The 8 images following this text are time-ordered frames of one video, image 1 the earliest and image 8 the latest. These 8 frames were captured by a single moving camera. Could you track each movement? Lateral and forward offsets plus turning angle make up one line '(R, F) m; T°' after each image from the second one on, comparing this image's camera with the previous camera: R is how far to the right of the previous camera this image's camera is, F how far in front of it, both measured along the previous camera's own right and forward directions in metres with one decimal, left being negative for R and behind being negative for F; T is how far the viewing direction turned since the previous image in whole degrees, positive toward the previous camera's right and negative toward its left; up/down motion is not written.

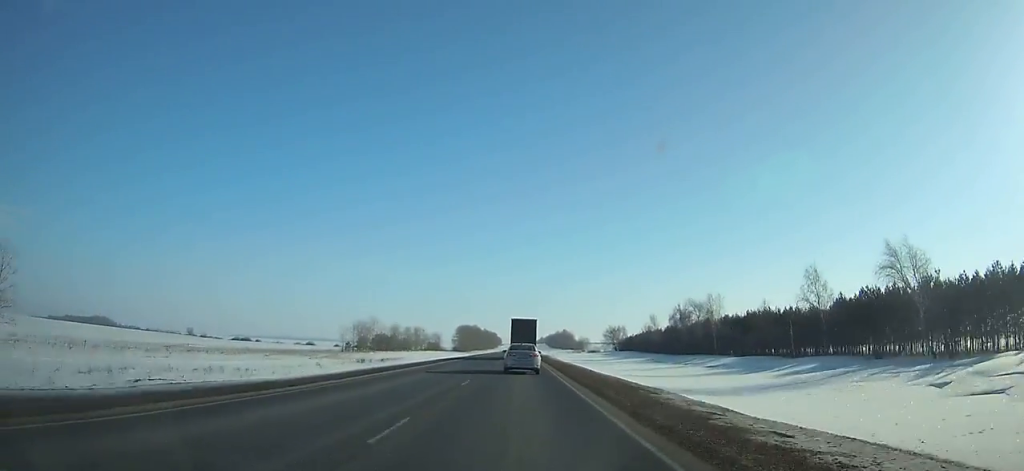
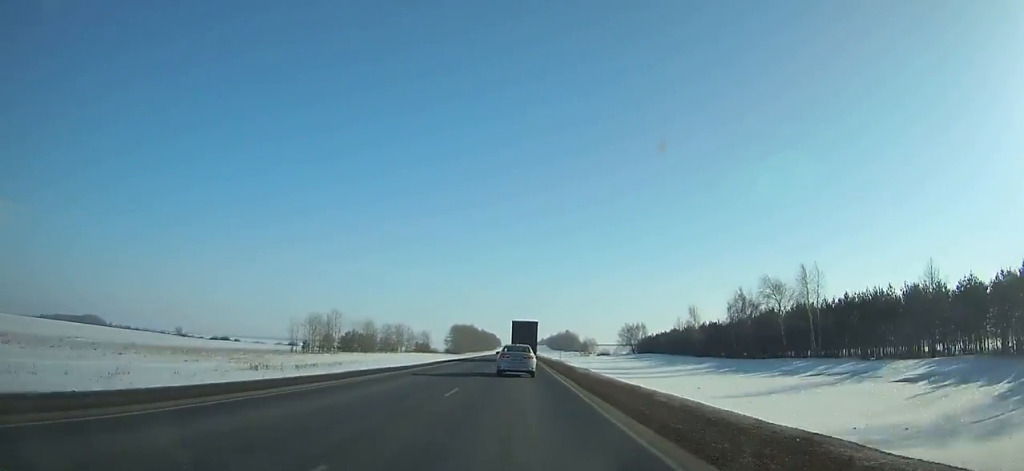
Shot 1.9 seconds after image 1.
(0.0, +39.5) m; 0°
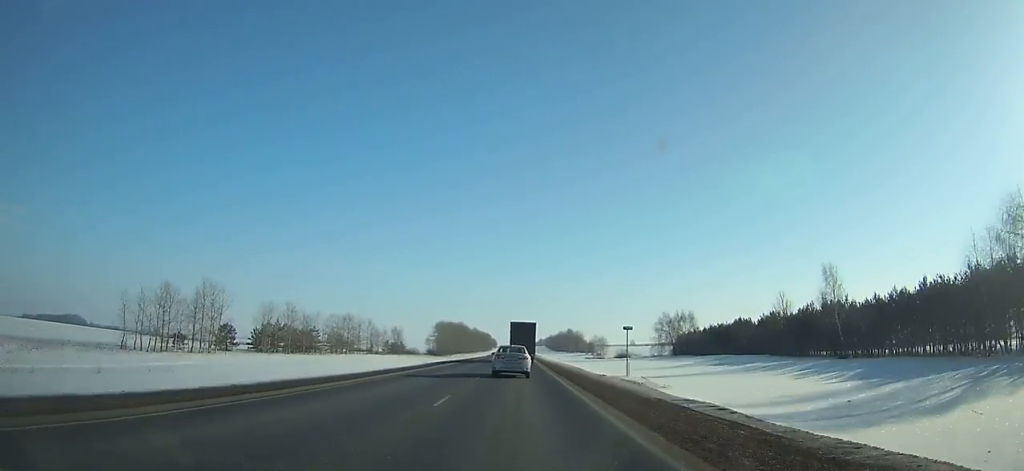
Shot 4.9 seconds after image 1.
(+0.1, +61.9) m; 0°
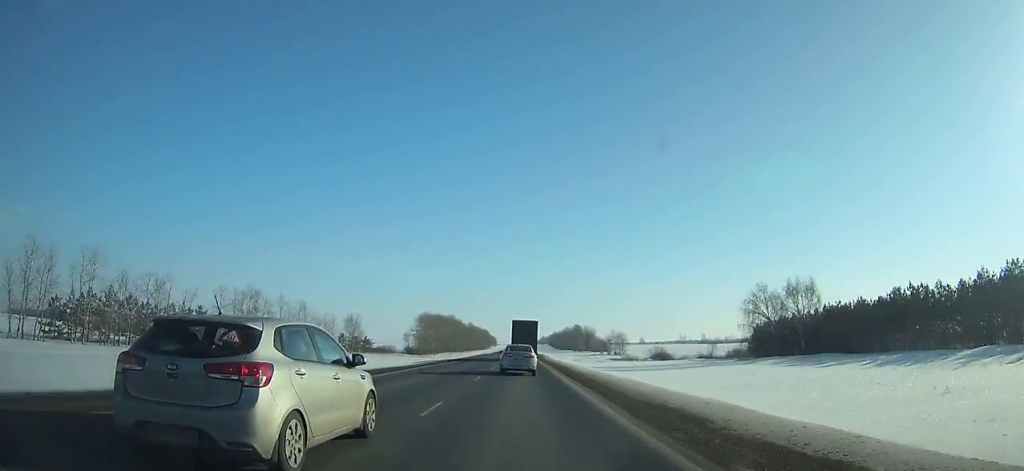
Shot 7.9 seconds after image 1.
(0.0, +61.5) m; 0°
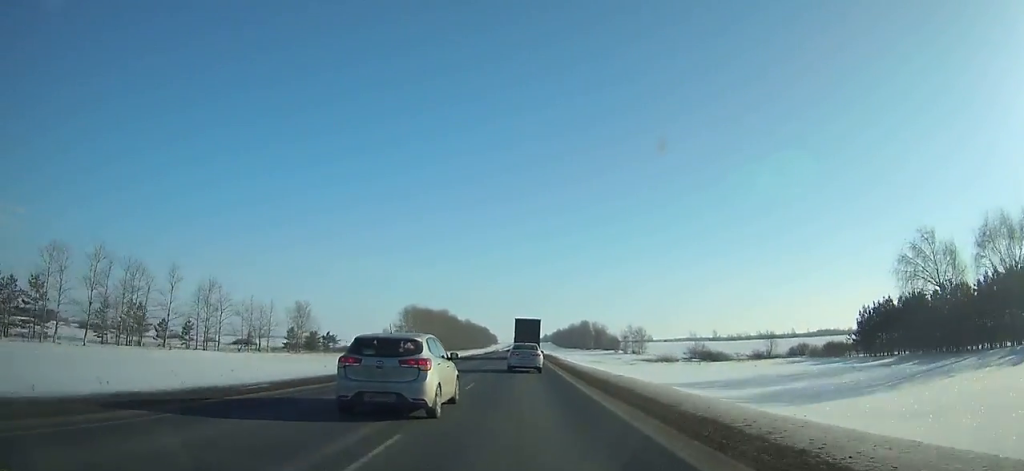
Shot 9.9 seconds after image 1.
(0.0, +40.8) m; 0°
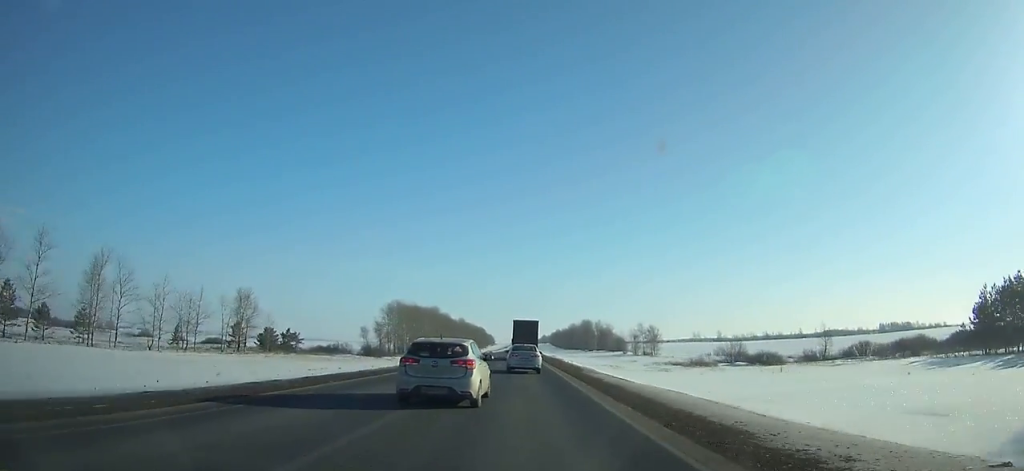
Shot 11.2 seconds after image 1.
(0.0, +26.4) m; 0°
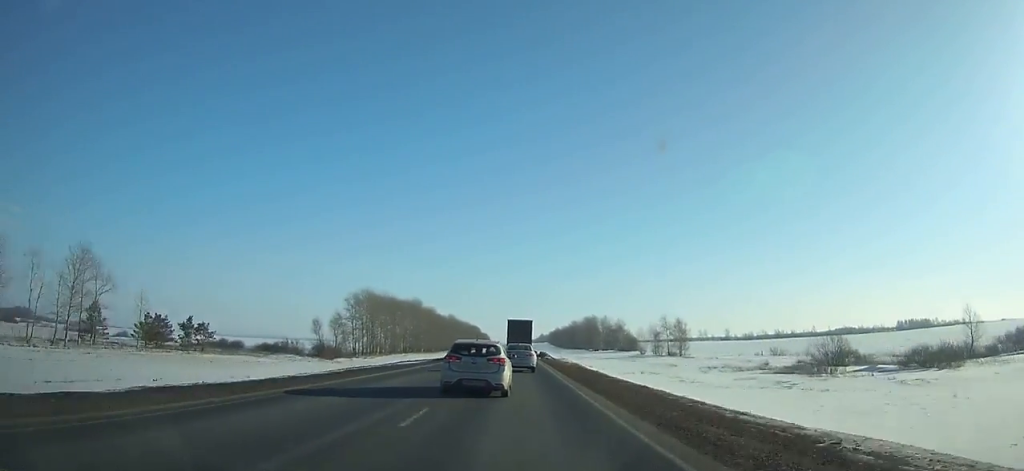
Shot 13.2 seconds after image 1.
(0.0, +40.5) m; 0°
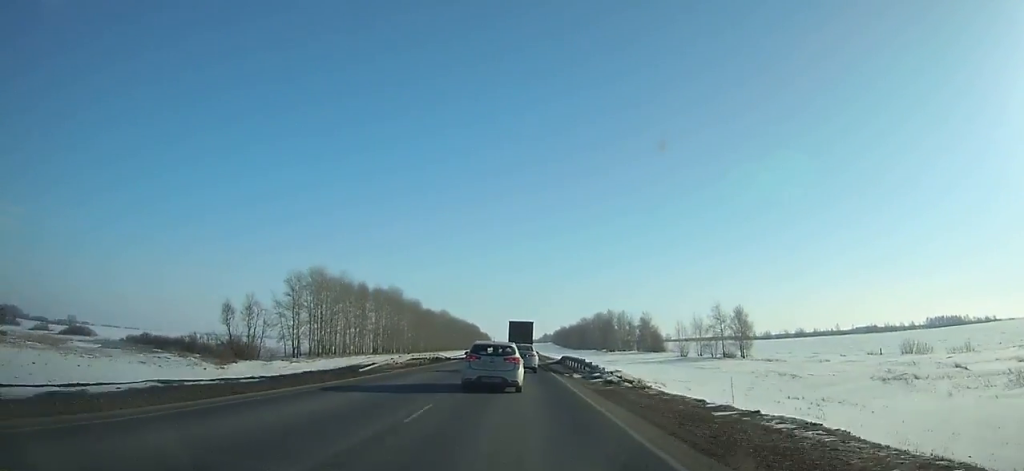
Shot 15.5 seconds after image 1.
(0.0, +46.3) m; 0°
